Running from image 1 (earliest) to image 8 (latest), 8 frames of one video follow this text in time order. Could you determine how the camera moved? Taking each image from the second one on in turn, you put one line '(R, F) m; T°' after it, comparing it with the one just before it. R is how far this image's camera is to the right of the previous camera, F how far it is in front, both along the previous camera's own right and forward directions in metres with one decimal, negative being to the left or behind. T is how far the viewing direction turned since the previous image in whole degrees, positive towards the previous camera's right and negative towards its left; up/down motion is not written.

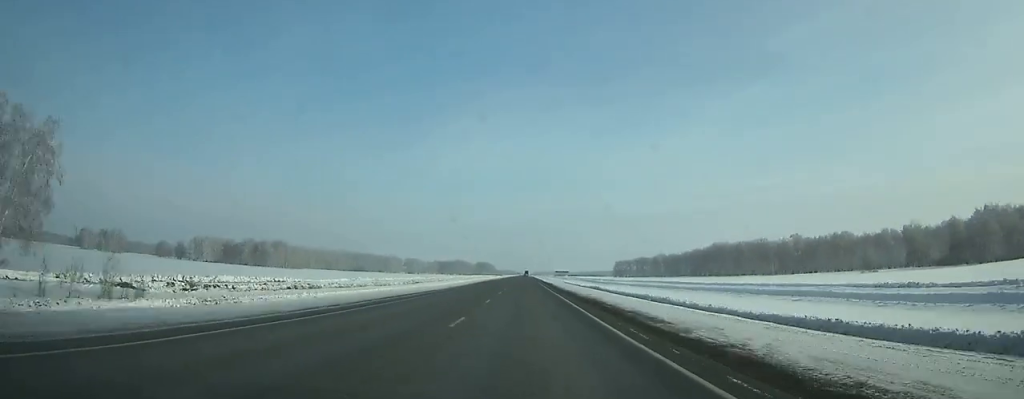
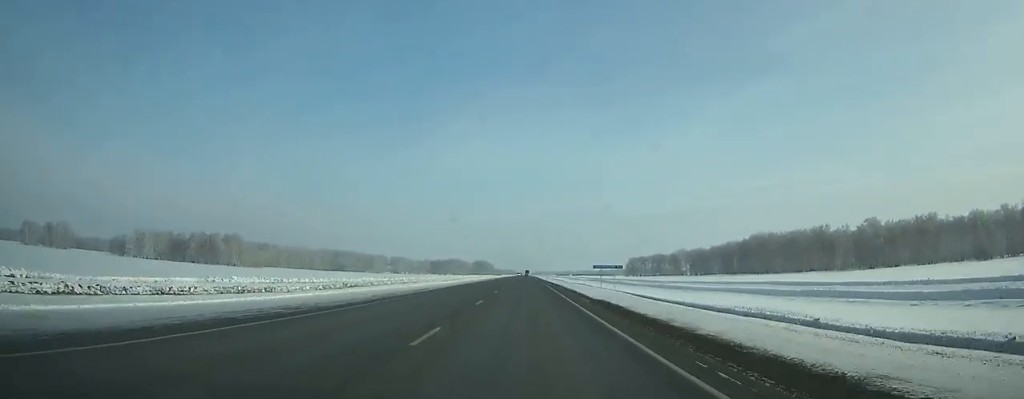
(-0.1, +74.4) m; 0°
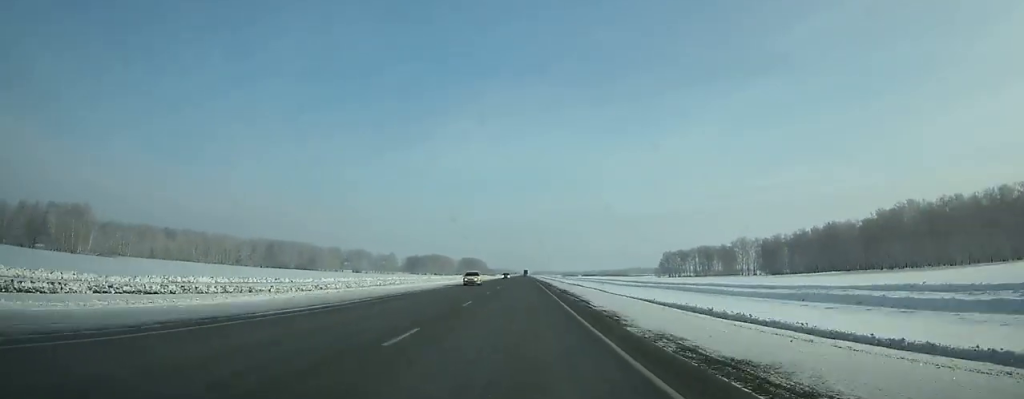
(-0.2, +146.8) m; 0°
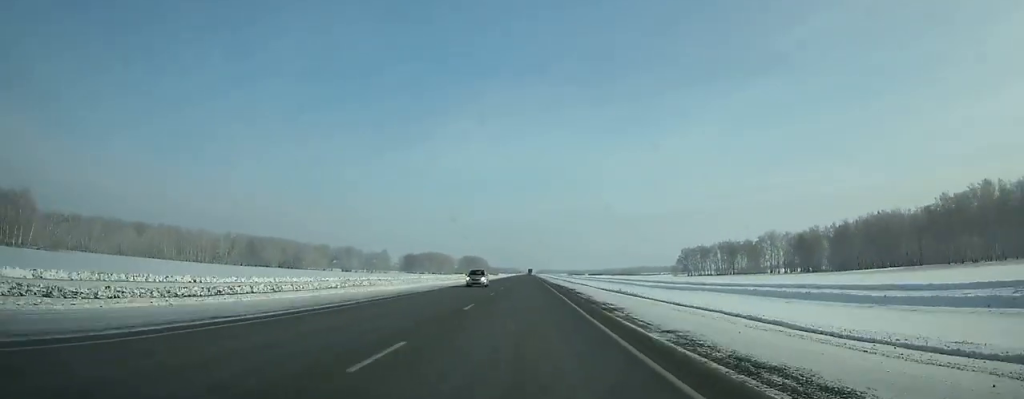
(0.0, +40.0) m; 0°
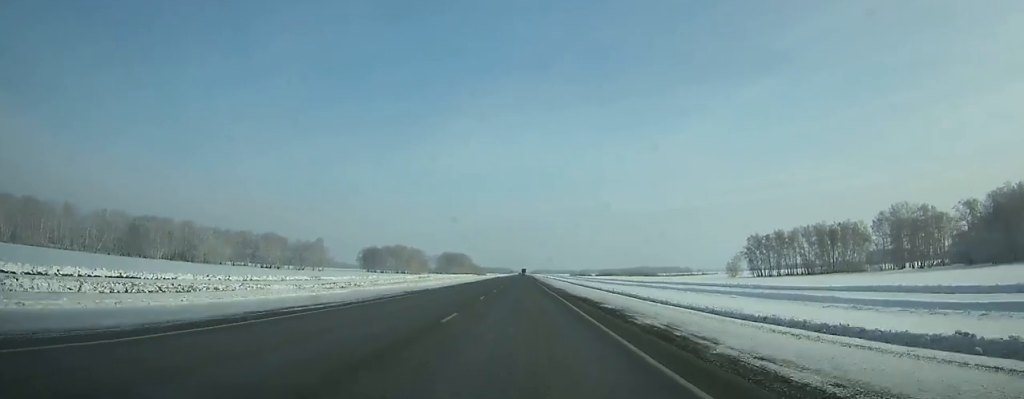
(0.0, +130.2) m; 0°
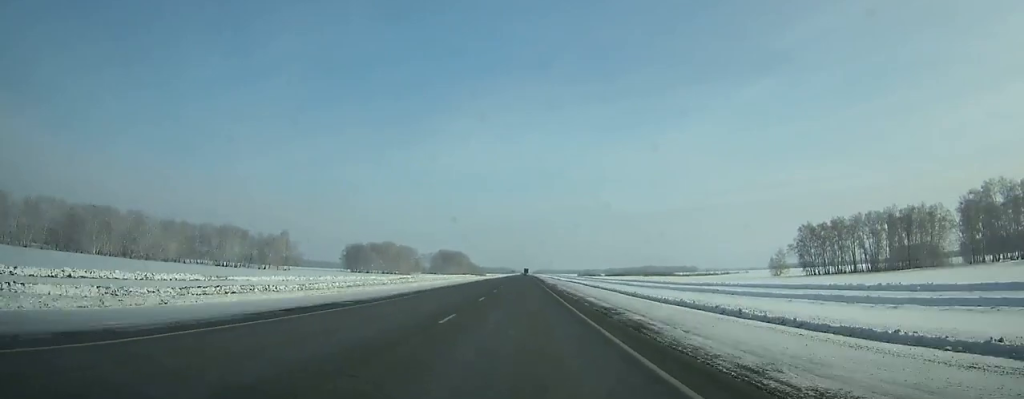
(0.0, +48.5) m; 0°
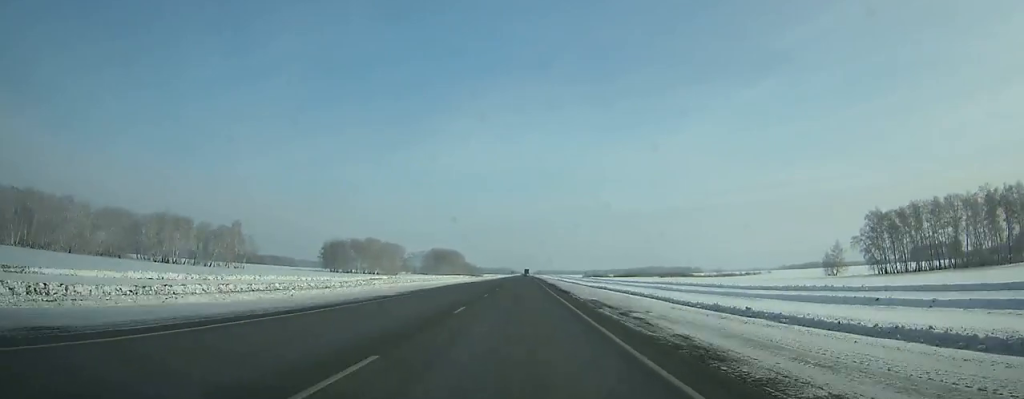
(-0.1, +44.3) m; 0°
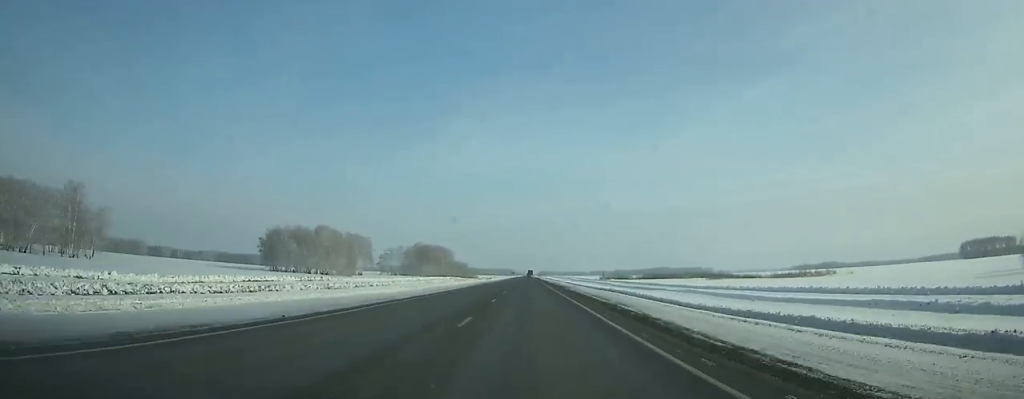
(-0.1, +87.1) m; 0°
